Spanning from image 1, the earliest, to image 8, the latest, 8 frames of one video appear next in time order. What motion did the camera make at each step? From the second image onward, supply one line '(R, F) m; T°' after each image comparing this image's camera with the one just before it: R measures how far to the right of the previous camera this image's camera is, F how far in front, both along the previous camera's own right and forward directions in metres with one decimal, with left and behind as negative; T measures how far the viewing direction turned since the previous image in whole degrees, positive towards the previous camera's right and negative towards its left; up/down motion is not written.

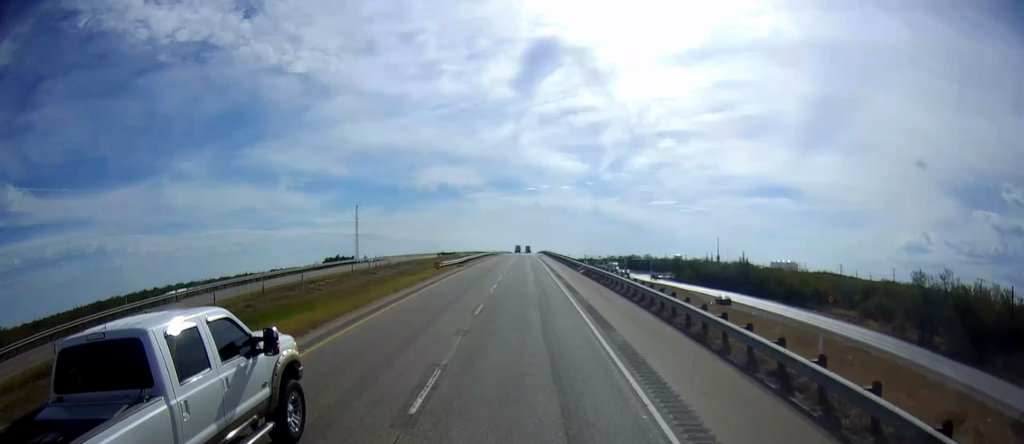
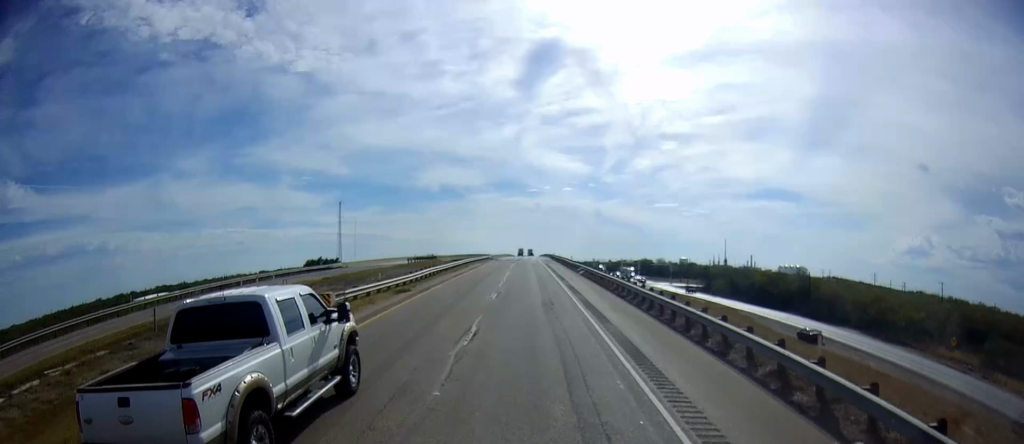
(-0.3, +30.2) m; 0°
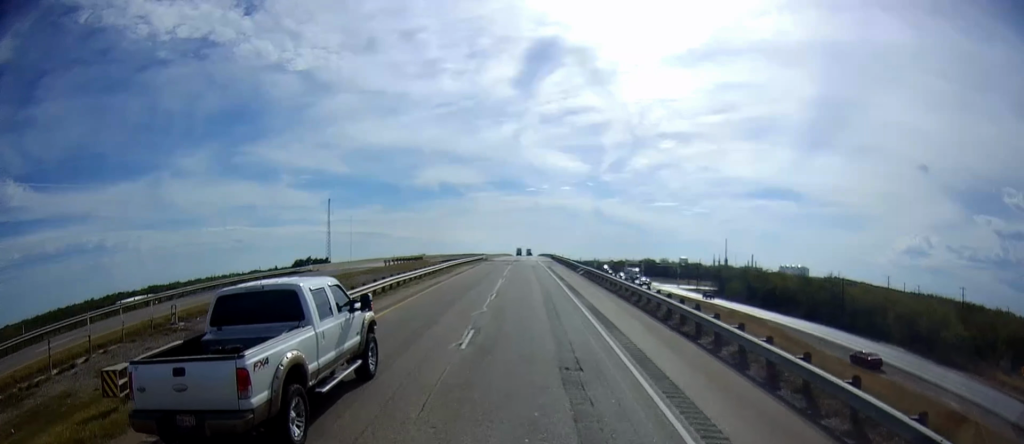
(-0.2, +12.9) m; 0°
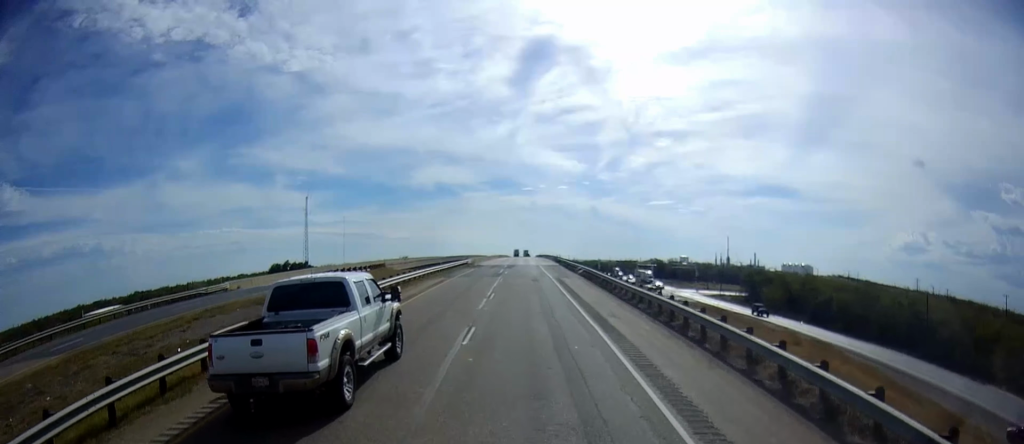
(+0.5, +23.7) m; -1°
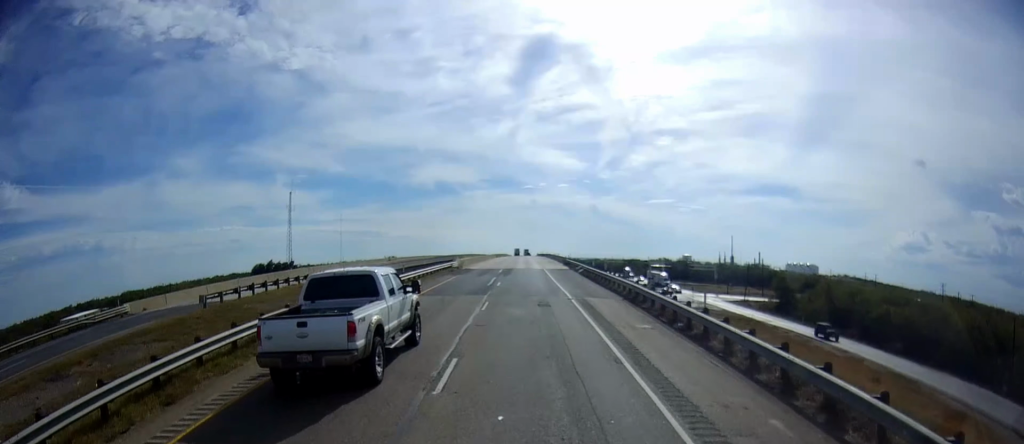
(-0.3, +17.3) m; 0°
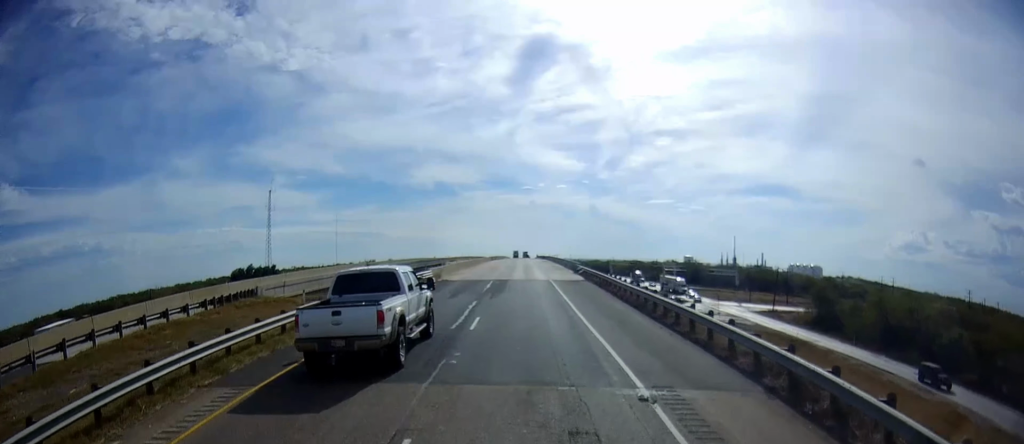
(-0.6, +17.3) m; 0°
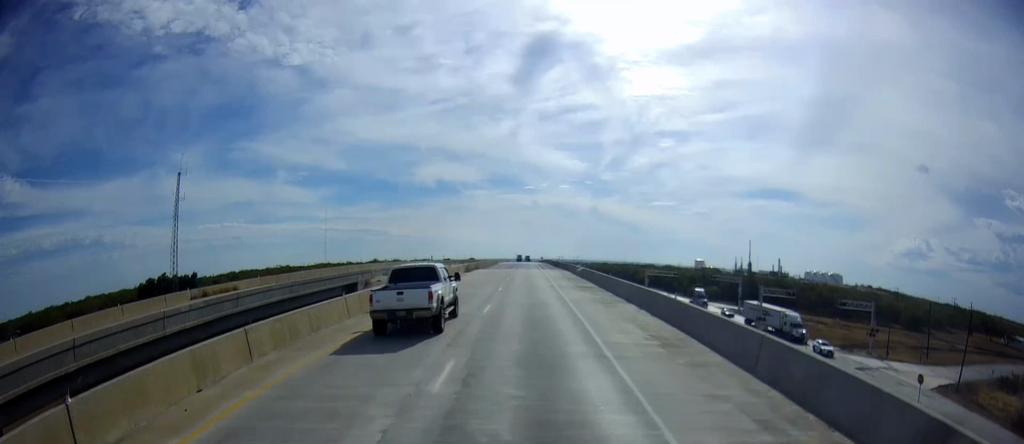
(+2.8, +59.6) m; +3°
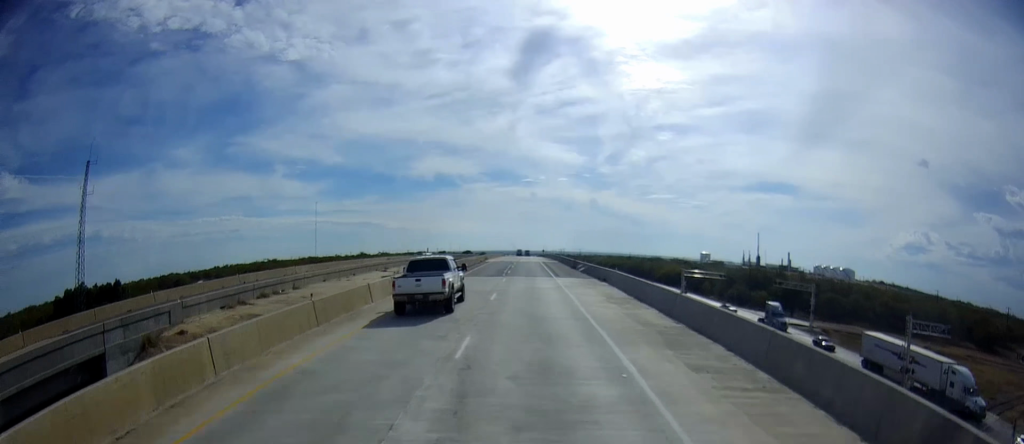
(-0.5, +36.4) m; -1°
